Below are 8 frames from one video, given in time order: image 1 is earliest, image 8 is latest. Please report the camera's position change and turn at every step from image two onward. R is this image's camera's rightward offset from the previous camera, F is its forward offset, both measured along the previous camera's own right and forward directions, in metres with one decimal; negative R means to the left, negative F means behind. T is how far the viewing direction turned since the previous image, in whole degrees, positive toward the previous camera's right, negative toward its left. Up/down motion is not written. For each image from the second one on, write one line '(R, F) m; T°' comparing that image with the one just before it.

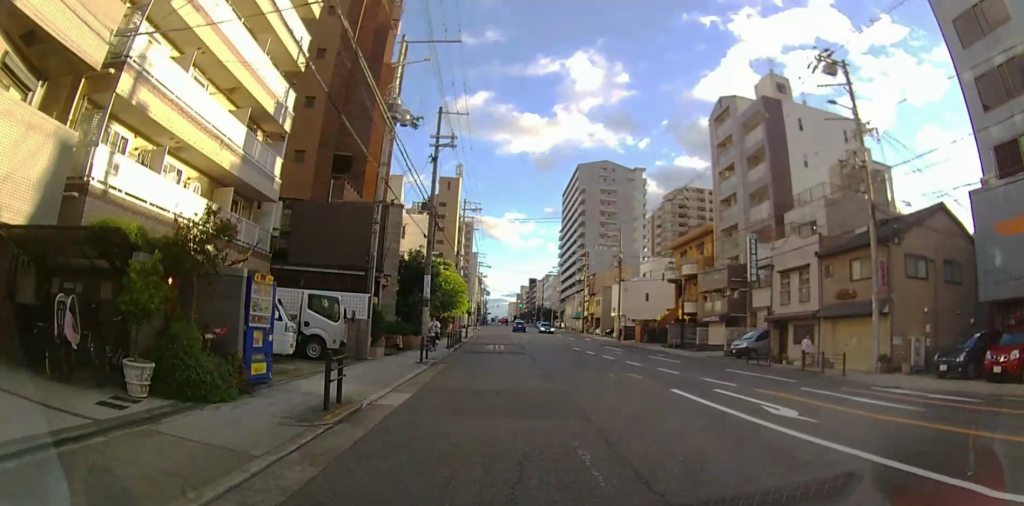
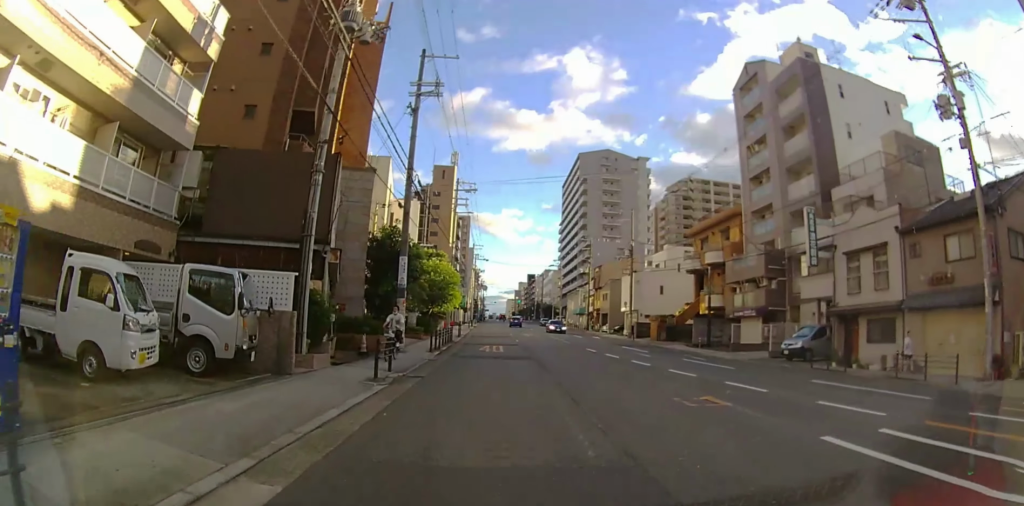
(0.0, +6.5) m; 0°
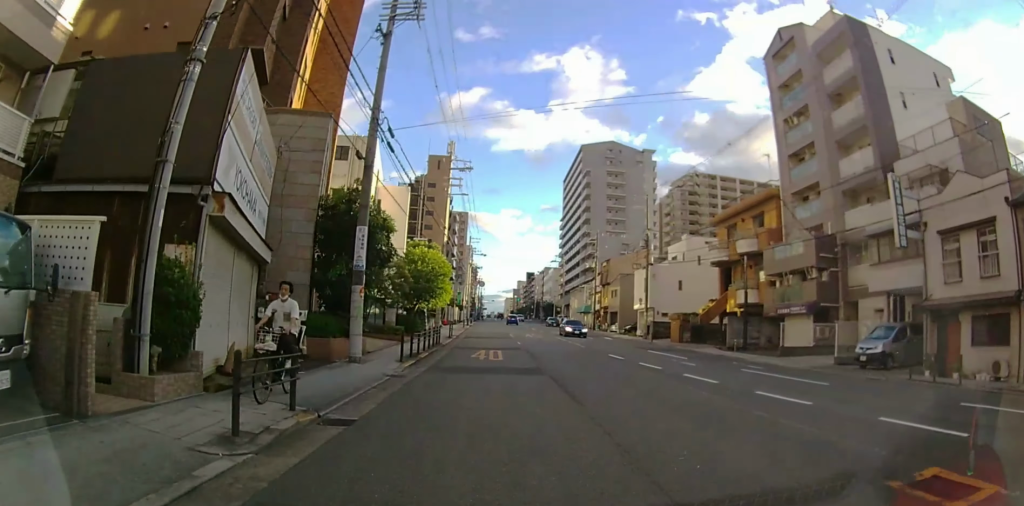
(0.0, +6.1) m; 0°
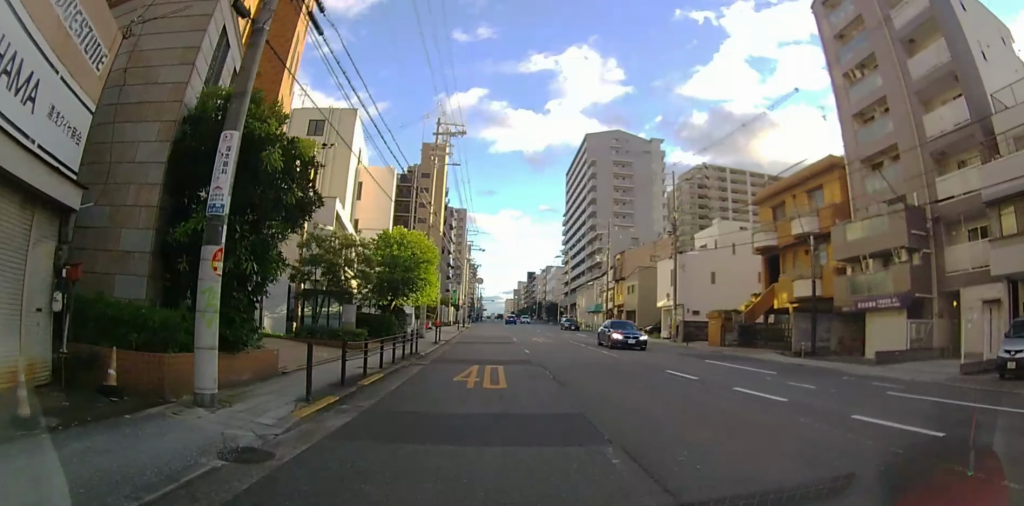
(0.0, +7.9) m; 0°
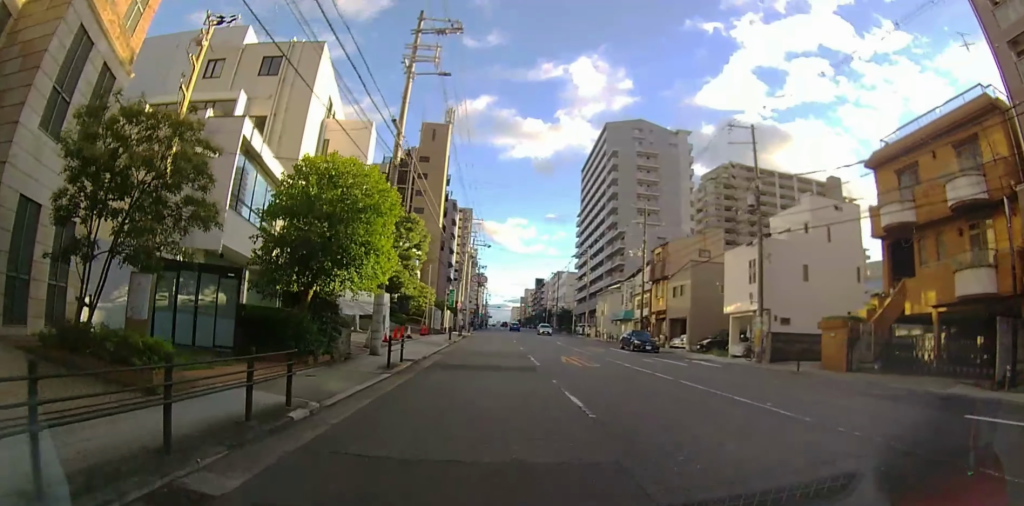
(0.0, +13.2) m; 0°
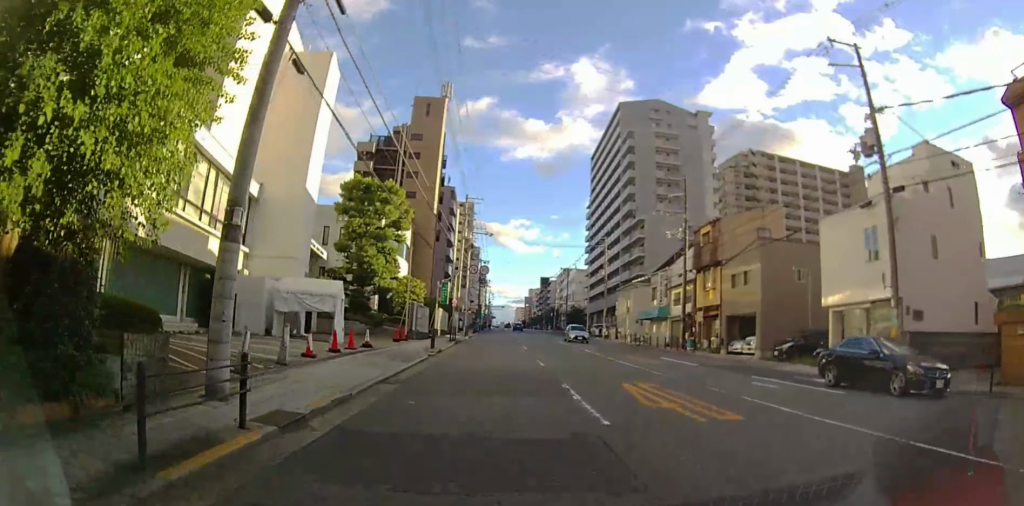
(0.0, +10.7) m; 0°
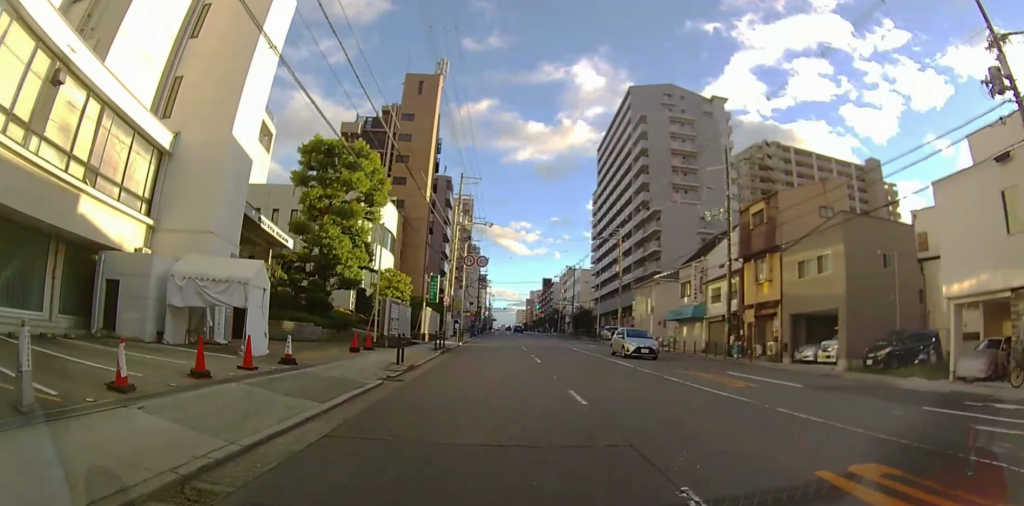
(0.0, +8.2) m; +1°
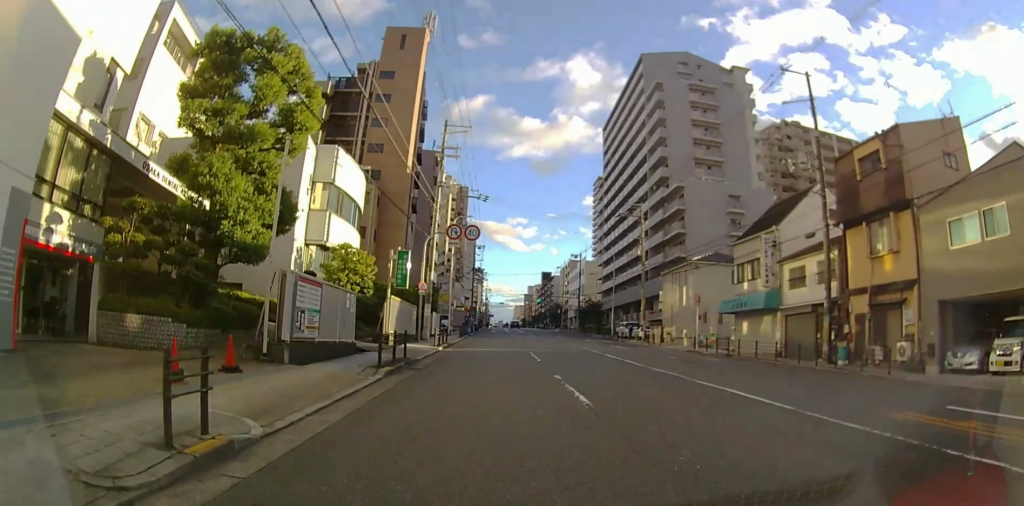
(+0.1, +11.2) m; +1°
